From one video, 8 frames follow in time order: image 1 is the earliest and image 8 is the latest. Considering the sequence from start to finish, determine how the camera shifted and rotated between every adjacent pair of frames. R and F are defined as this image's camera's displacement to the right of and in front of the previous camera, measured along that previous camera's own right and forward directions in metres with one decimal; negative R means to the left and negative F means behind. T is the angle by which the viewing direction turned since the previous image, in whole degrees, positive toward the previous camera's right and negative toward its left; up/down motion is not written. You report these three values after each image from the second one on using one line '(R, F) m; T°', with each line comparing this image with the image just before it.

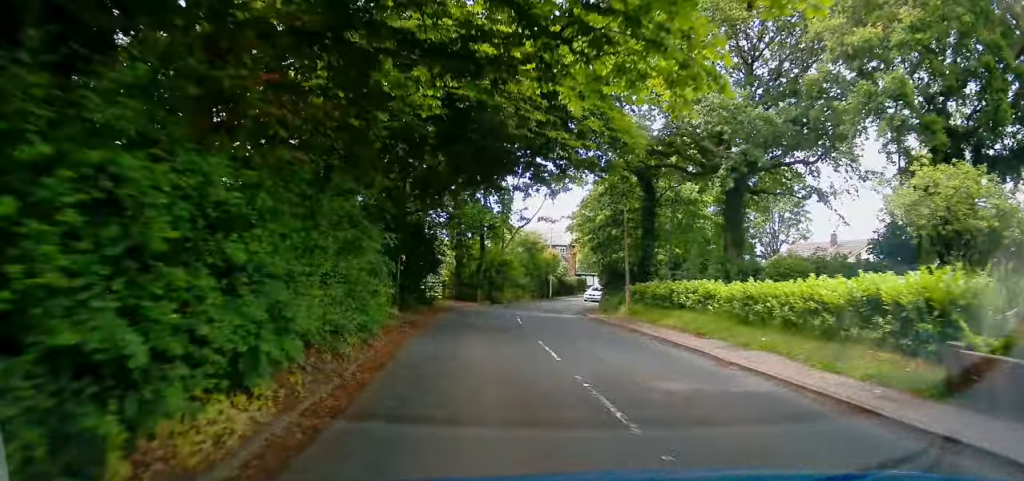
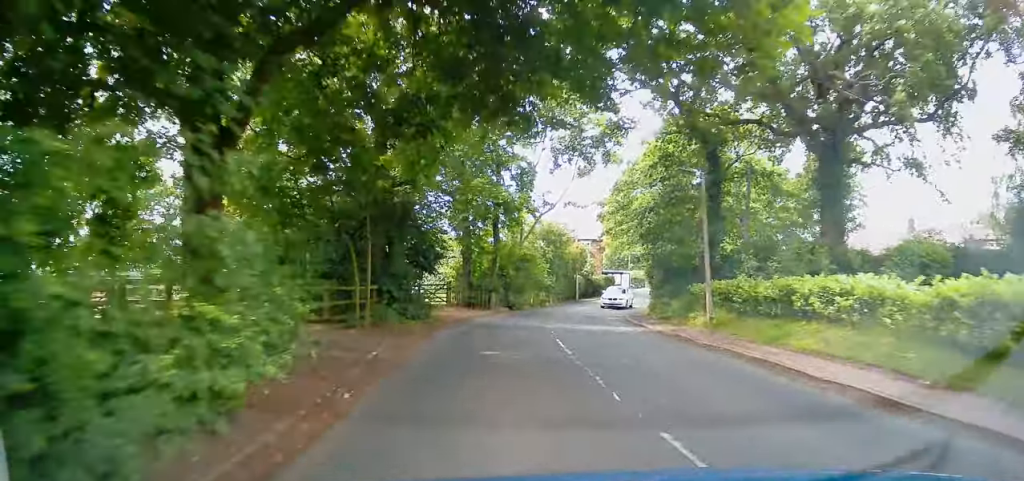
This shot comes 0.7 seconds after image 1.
(-0.2, +9.2) m; 0°
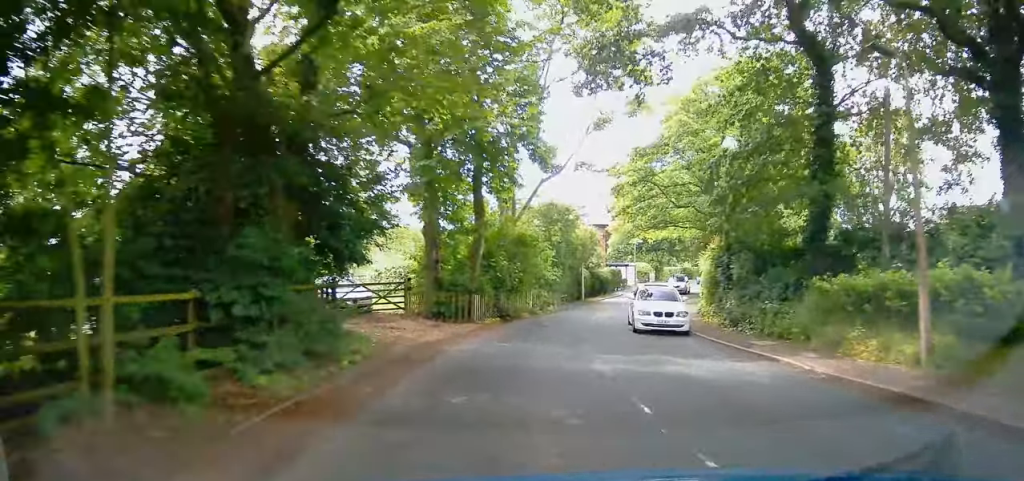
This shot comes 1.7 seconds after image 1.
(-0.1, +11.2) m; +2°
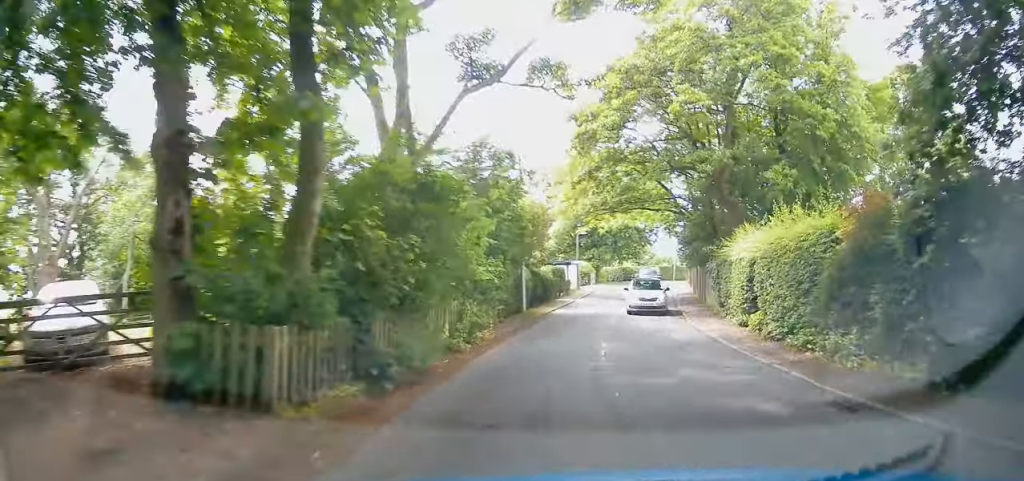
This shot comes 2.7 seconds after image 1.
(+0.6, +12.7) m; +5°
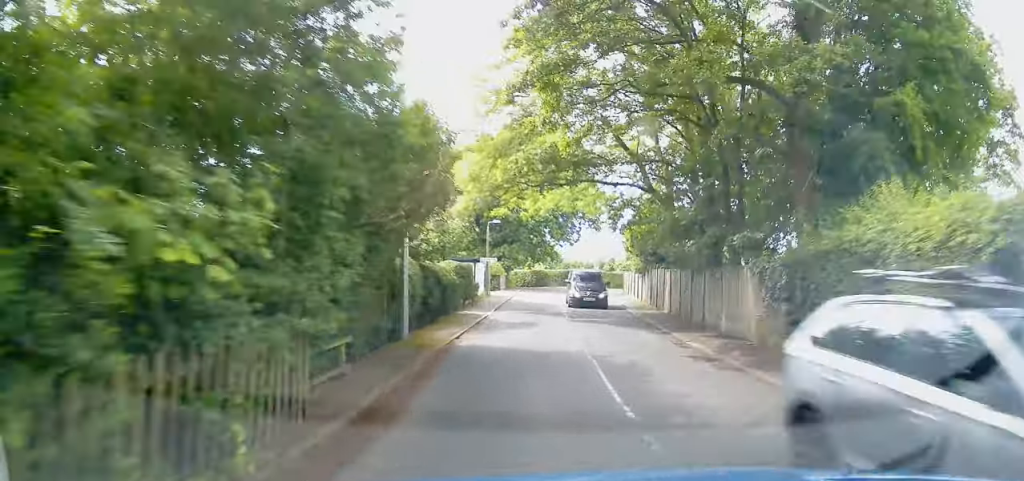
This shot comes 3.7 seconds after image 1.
(+0.5, +11.9) m; +6°
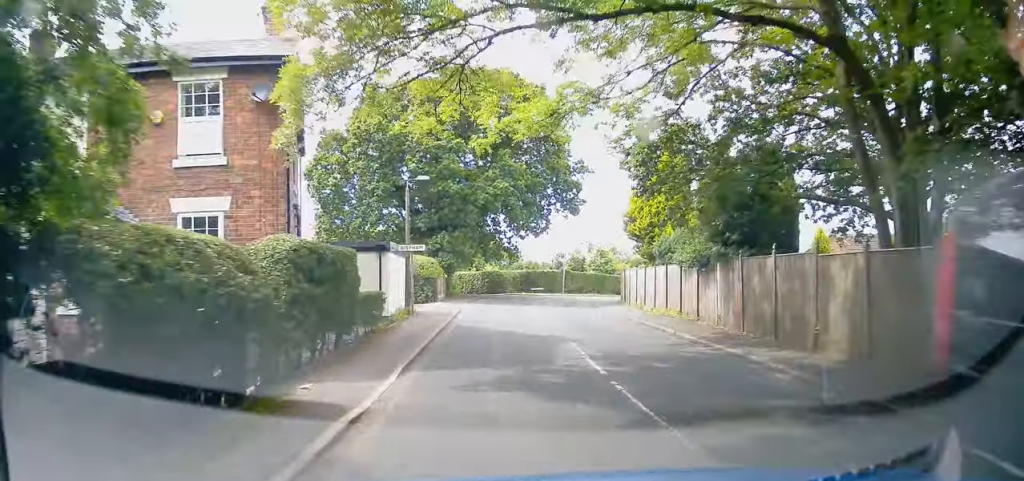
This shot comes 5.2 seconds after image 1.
(+1.8, +16.3) m; +10°
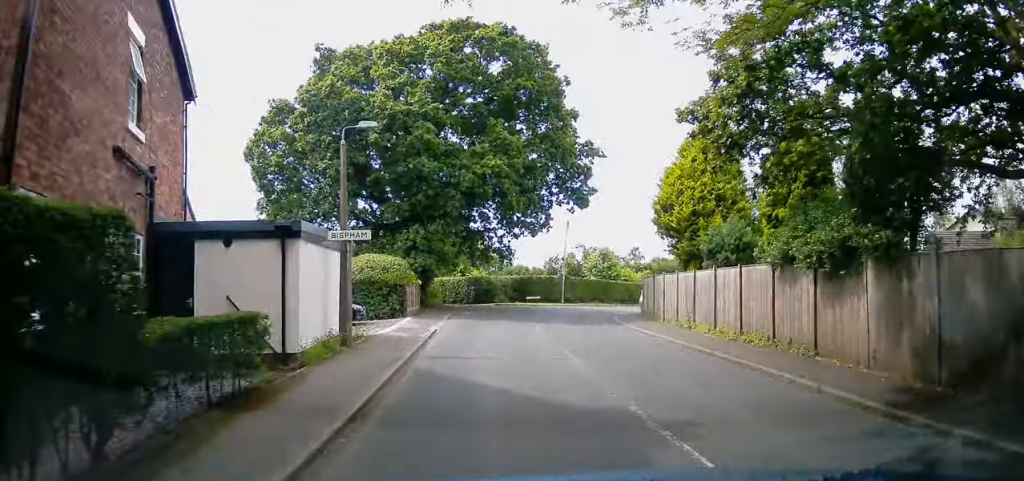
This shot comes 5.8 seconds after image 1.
(+0.1, +7.6) m; 0°
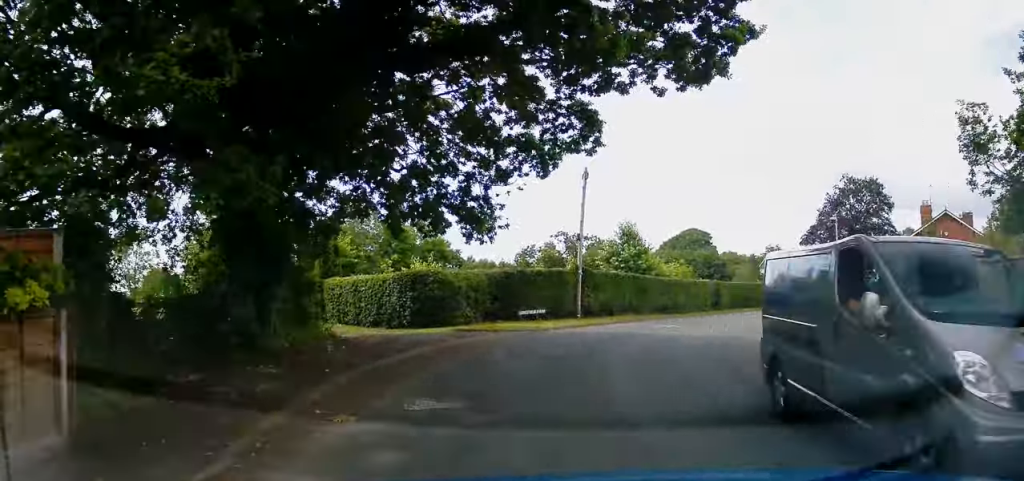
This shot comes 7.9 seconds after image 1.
(+0.5, +21.0) m; +9°
